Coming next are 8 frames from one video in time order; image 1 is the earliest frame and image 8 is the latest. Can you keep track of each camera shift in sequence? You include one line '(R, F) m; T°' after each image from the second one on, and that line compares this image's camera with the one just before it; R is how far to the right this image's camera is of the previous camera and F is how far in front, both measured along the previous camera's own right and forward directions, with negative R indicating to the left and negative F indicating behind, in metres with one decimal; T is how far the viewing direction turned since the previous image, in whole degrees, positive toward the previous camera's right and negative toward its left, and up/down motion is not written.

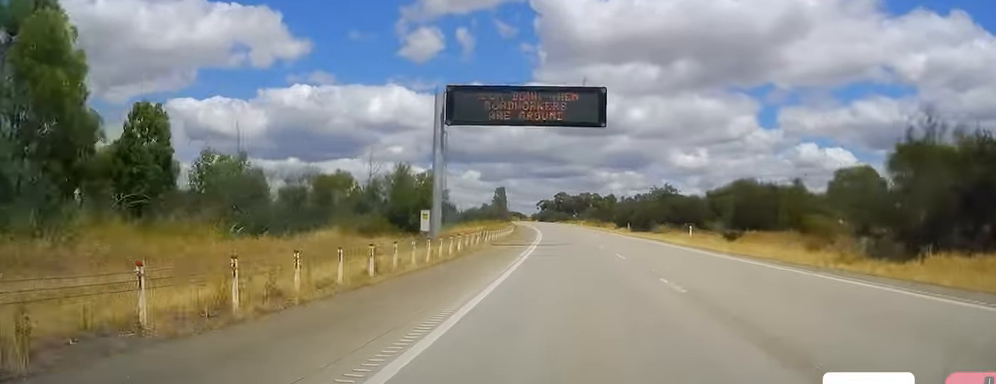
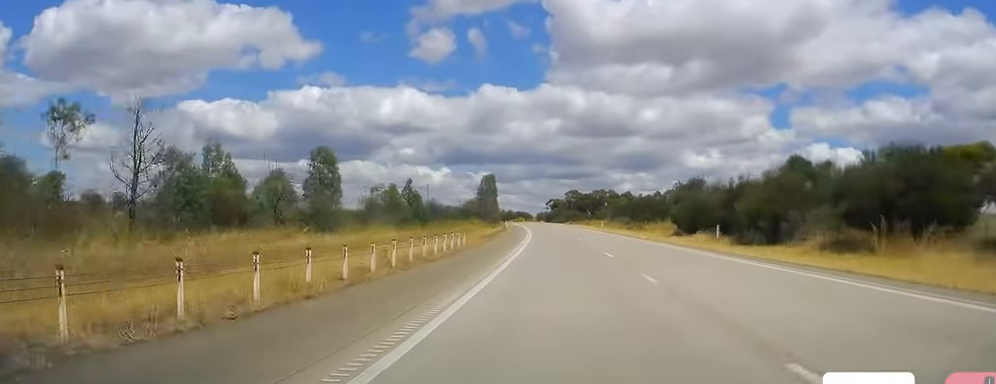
(-0.6, +46.5) m; -2°
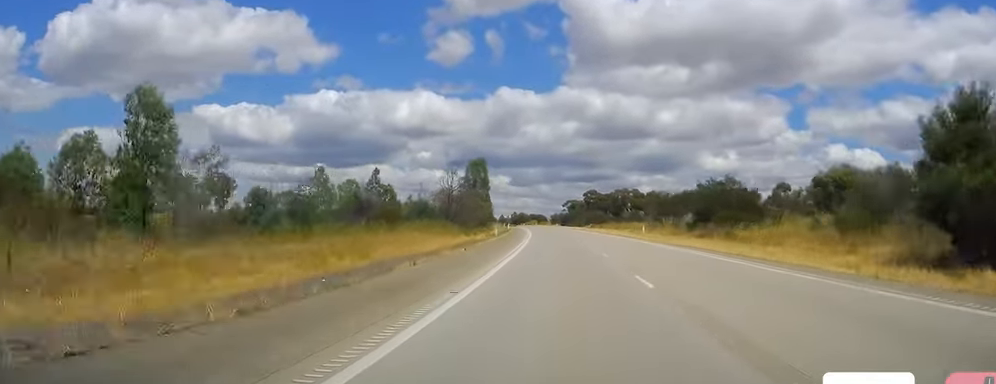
(-0.4, +37.1) m; 0°
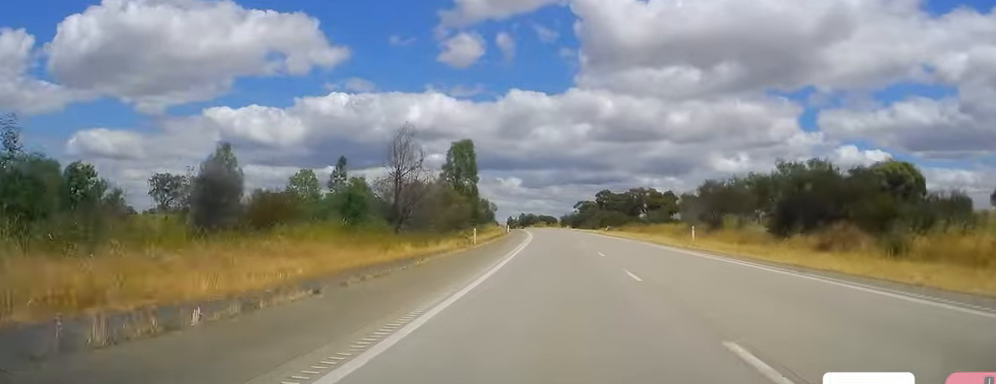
(+0.4, +22.0) m; -1°
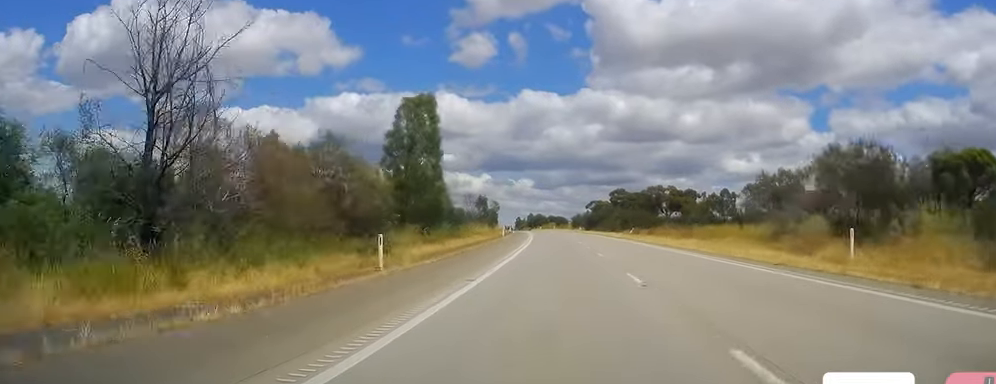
(-0.9, +24.7) m; -2°
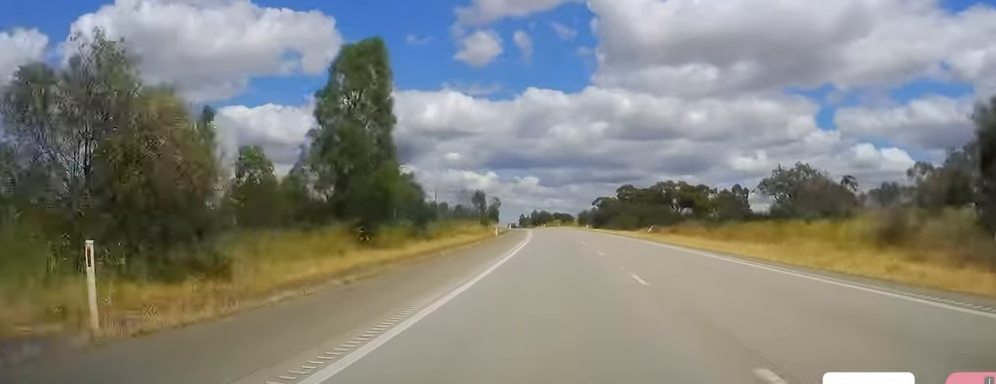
(-0.1, +13.3) m; 0°
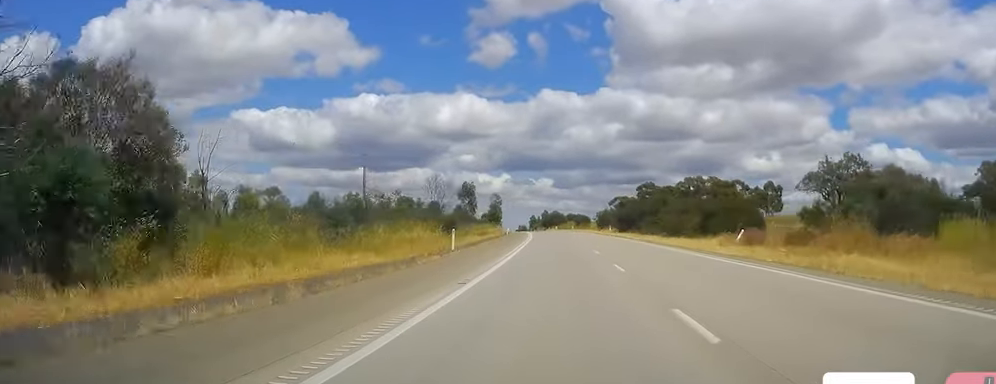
(+0.3, +31.4) m; 0°
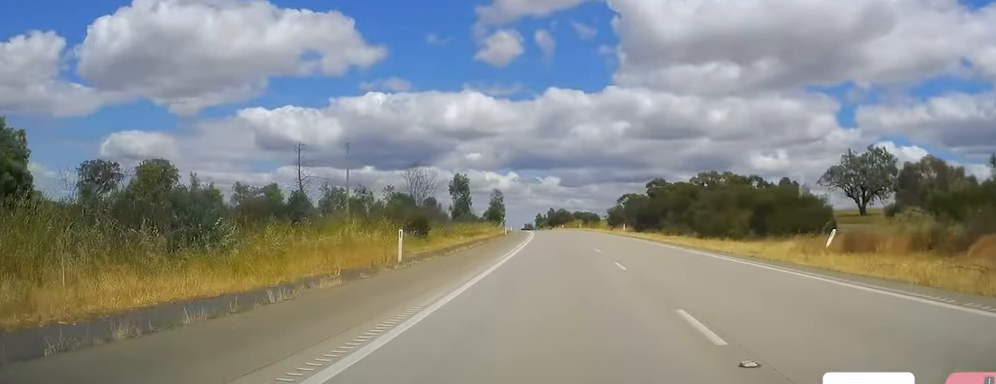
(+0.3, +12.4) m; -1°
